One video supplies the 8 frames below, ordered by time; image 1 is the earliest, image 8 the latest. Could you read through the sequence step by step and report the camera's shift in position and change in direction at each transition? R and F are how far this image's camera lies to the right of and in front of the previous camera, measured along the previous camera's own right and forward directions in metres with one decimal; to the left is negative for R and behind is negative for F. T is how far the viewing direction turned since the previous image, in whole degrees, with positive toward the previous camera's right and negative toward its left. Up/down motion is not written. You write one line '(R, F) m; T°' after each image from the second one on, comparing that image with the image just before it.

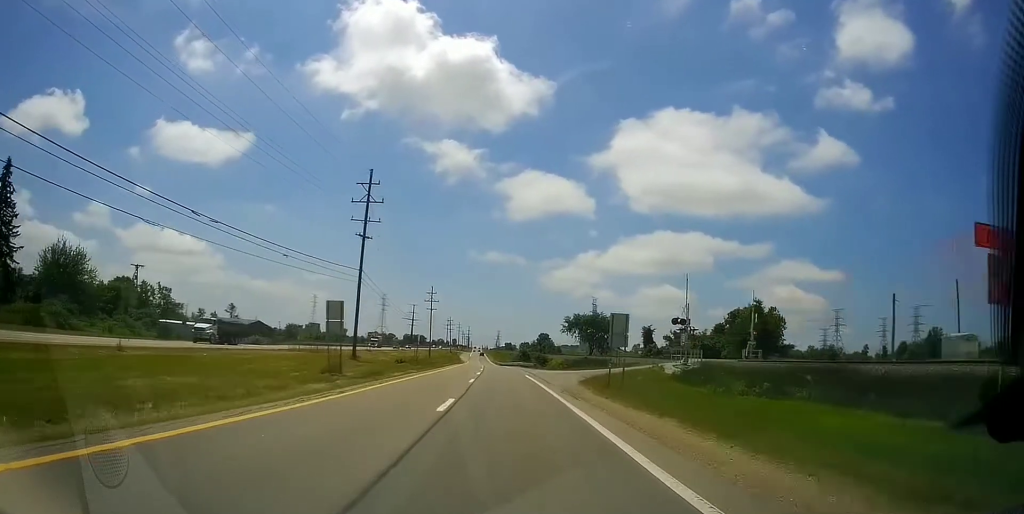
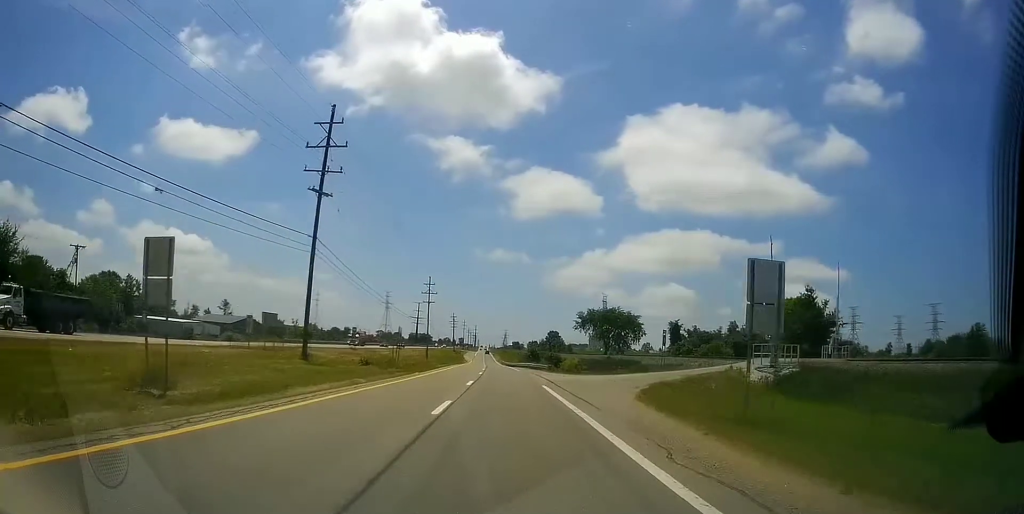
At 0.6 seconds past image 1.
(-0.3, +16.0) m; -2°
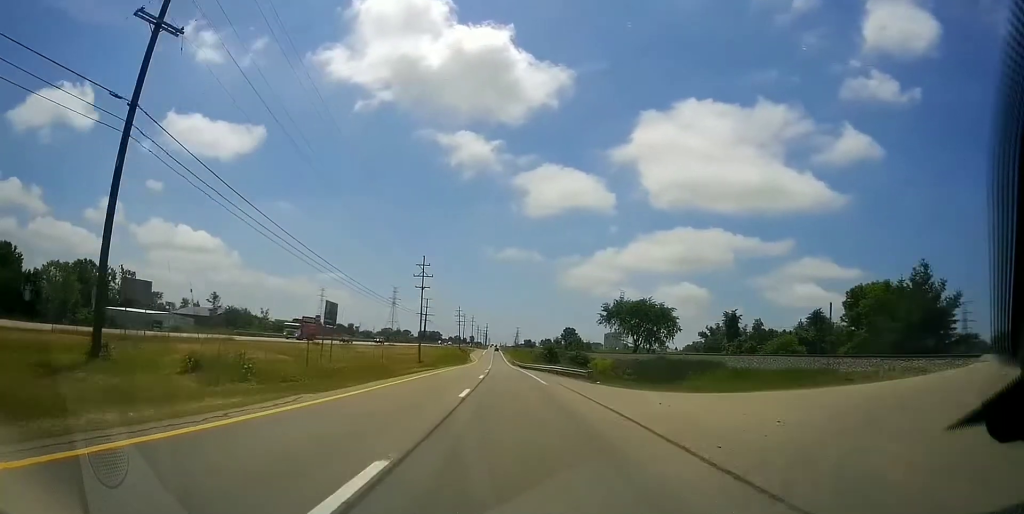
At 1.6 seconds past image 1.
(-0.5, +23.8) m; -1°
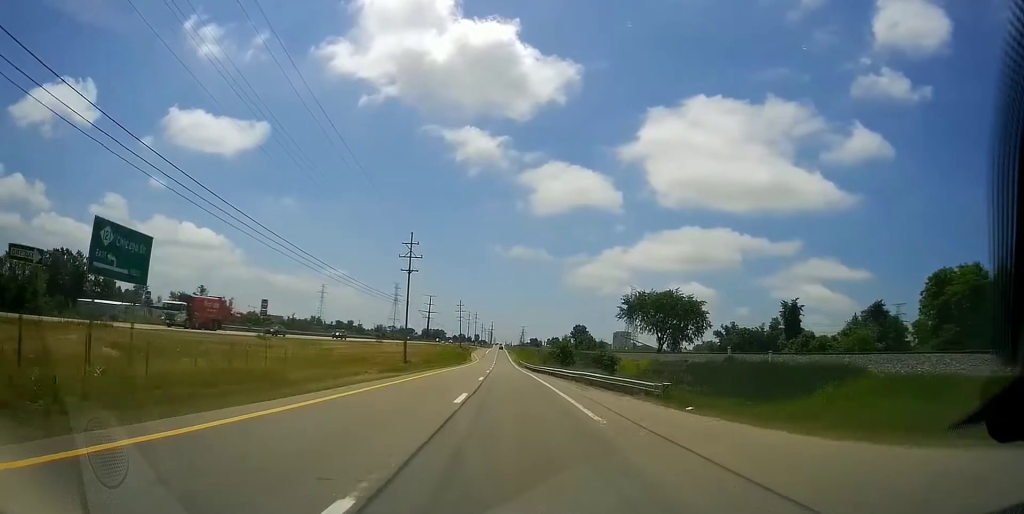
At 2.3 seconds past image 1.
(0.0, +18.8) m; 0°
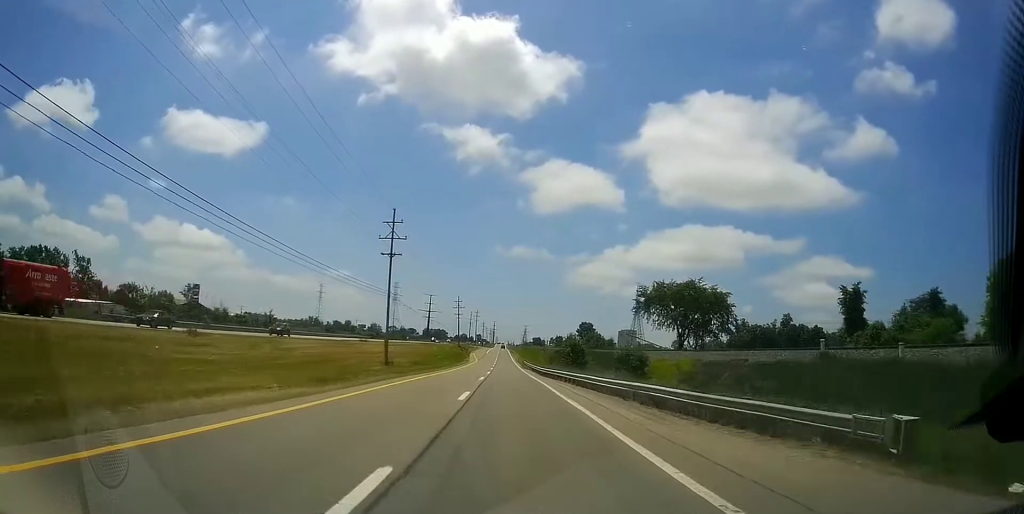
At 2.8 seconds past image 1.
(-0.1, +13.7) m; 0°
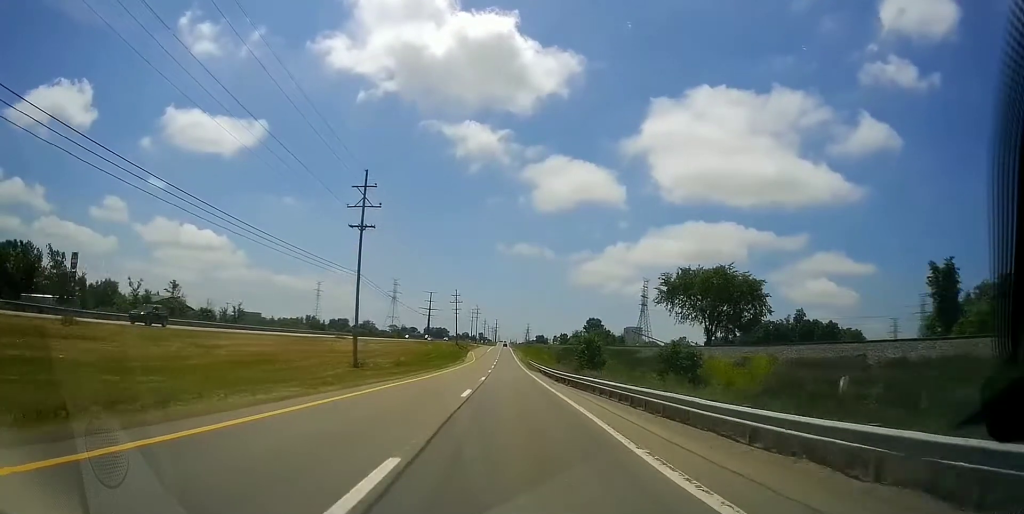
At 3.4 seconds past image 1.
(-0.1, +14.5) m; 0°
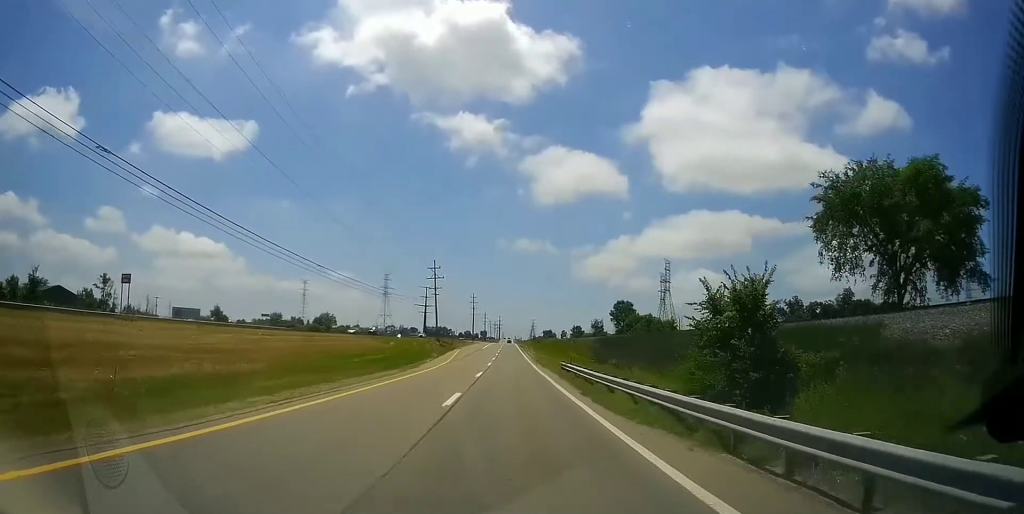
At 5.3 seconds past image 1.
(-1.4, +50.2) m; -2°
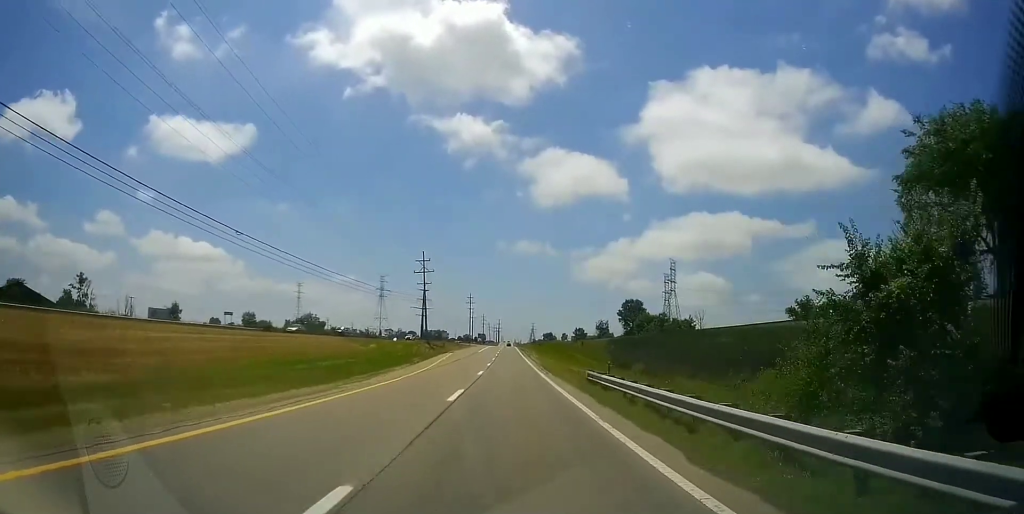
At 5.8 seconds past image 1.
(+0.3, +13.1) m; +1°
